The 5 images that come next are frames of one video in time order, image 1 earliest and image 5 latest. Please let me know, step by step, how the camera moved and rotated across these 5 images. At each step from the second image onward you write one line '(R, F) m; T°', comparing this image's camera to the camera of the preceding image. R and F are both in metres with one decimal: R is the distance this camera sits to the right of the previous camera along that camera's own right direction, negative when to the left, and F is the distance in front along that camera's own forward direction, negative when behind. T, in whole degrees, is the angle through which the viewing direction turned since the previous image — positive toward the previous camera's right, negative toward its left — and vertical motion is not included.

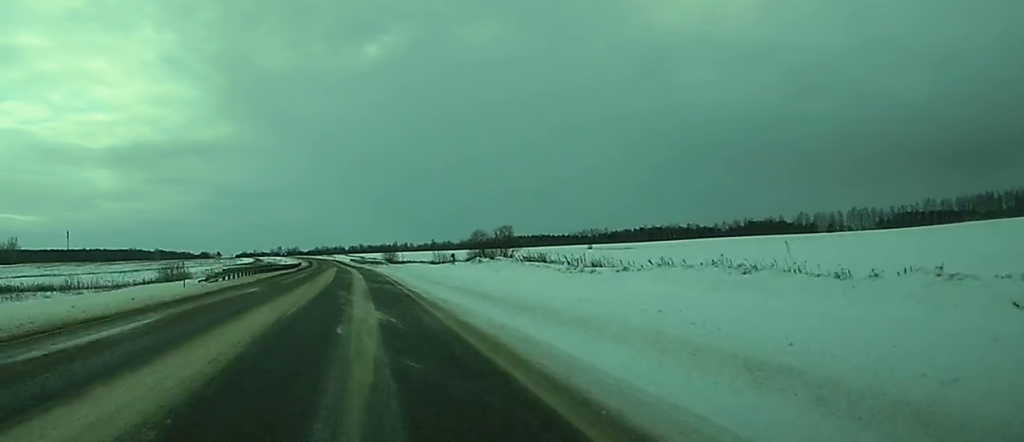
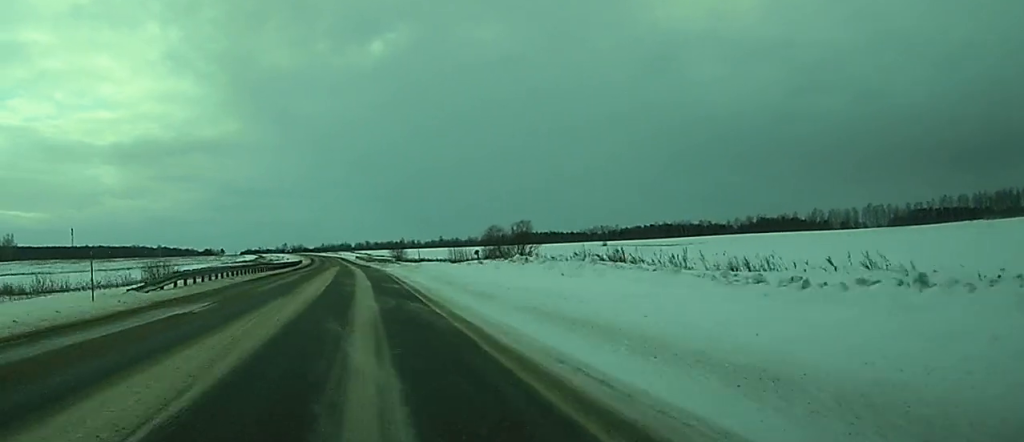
(0.0, +13.8) m; 0°
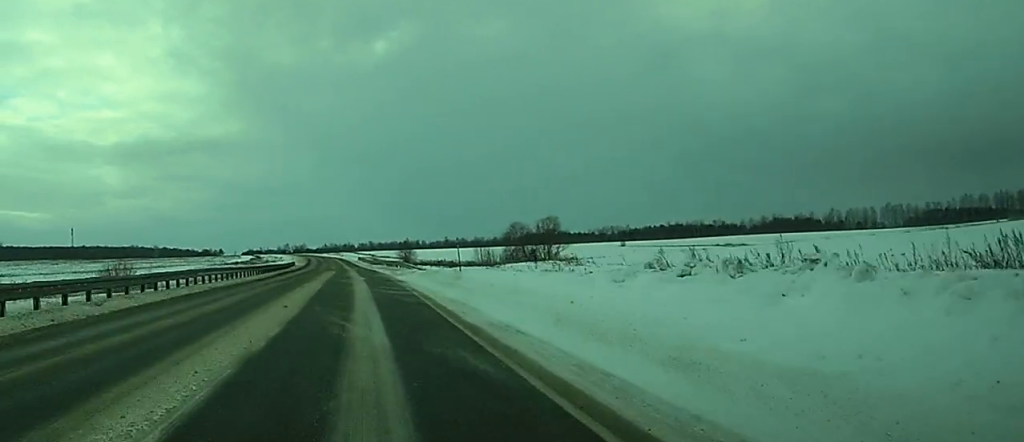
(0.0, +23.2) m; 0°
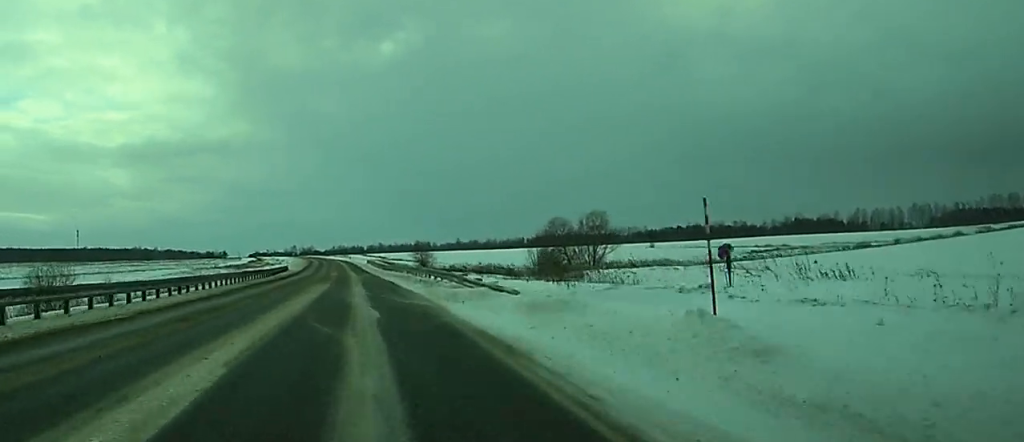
(0.0, +26.0) m; 0°
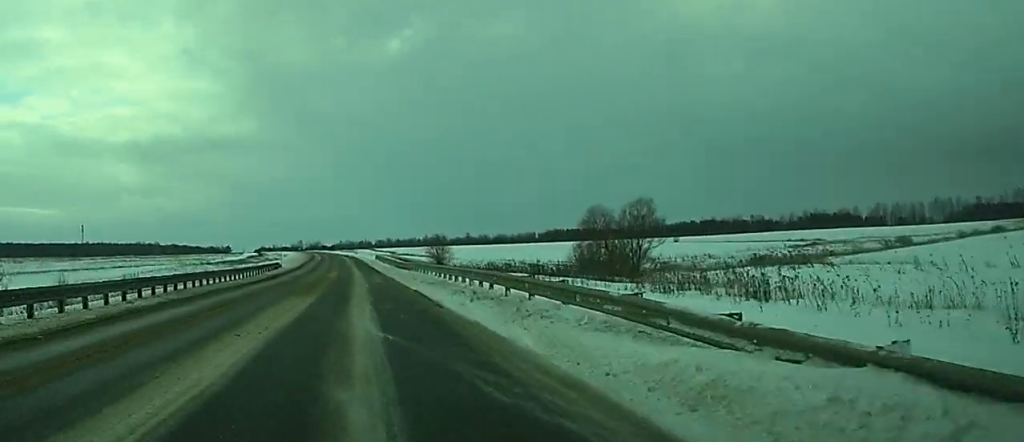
(0.0, +18.5) m; 0°
